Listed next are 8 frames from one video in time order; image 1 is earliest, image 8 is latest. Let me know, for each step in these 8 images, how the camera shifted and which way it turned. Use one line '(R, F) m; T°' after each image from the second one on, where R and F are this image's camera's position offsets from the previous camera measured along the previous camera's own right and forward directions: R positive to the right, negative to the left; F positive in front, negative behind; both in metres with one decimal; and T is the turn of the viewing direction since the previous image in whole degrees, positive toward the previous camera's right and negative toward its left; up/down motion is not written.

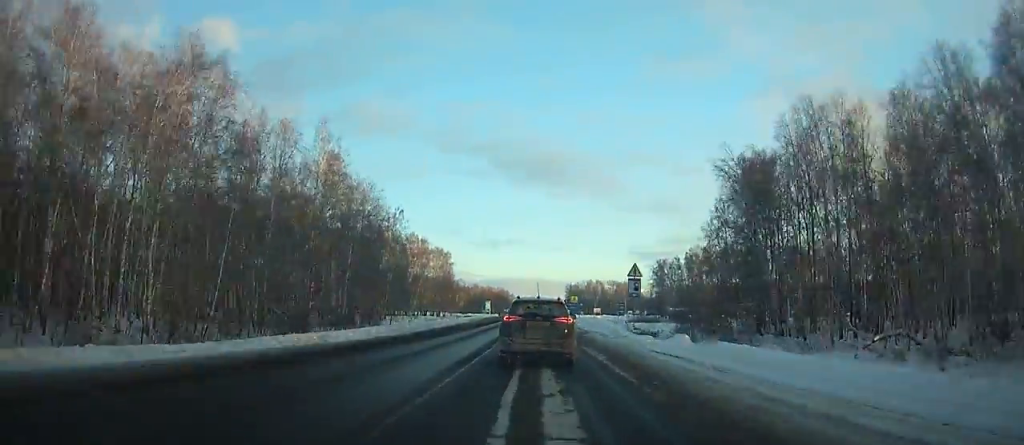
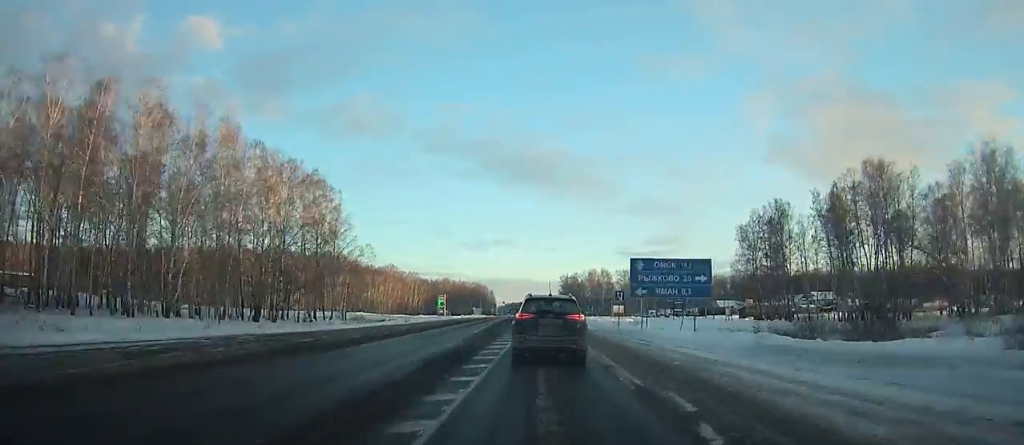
(-0.2, +103.5) m; +1°
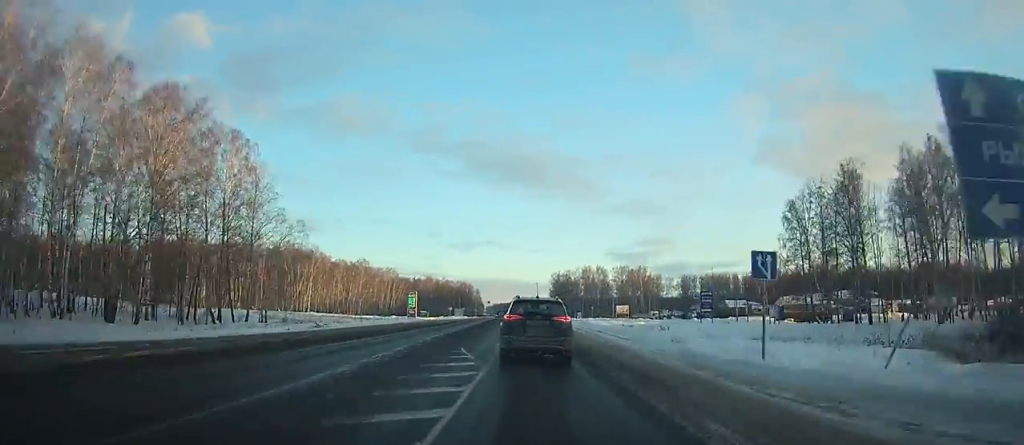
(+0.2, +25.6) m; 0°
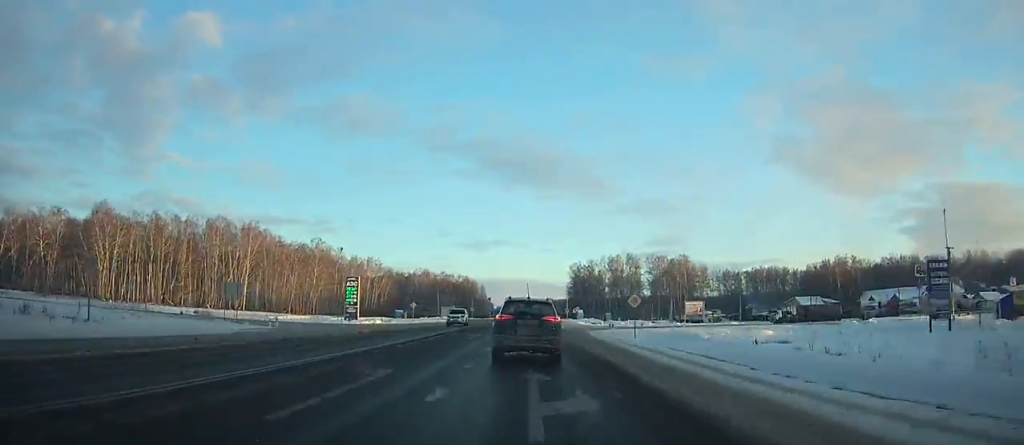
(0.0, +51.4) m; 0°
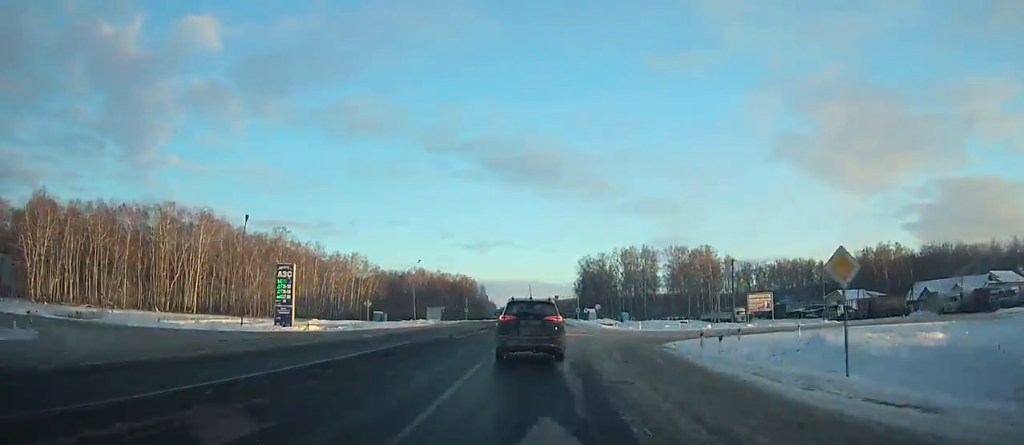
(0.0, +23.3) m; 0°
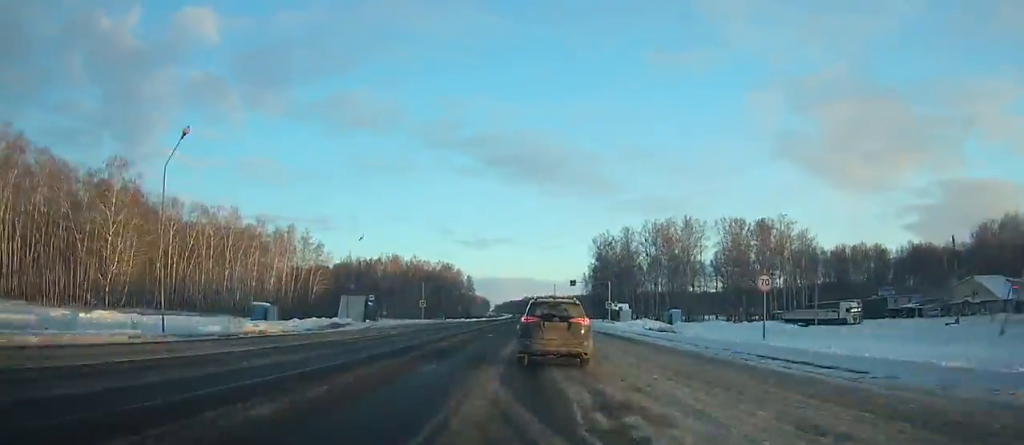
(0.0, +52.2) m; 0°
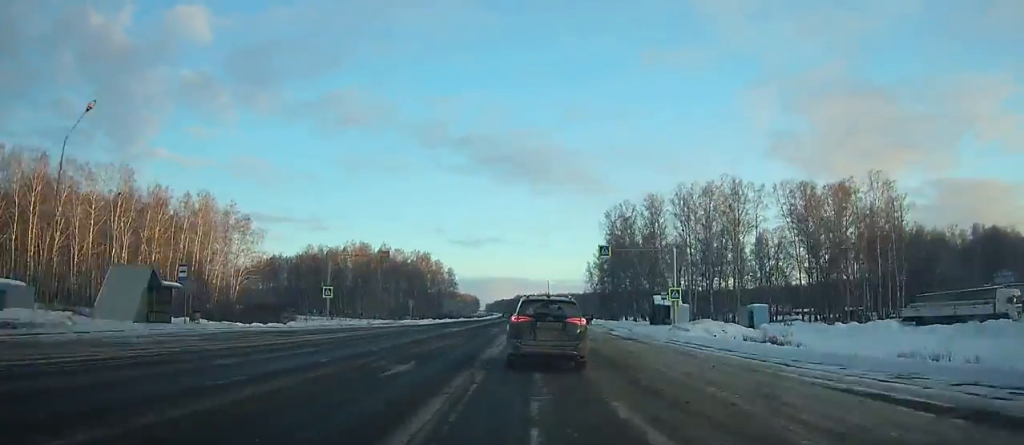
(0.0, +36.8) m; +1°
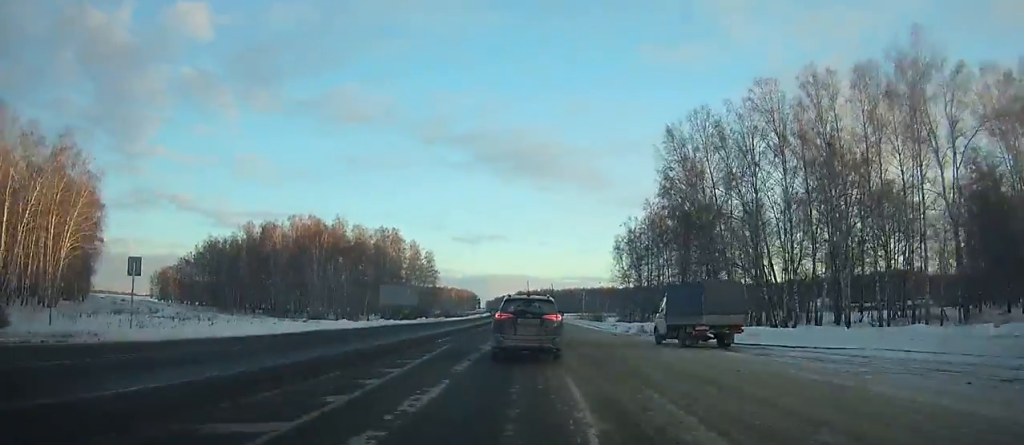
(+0.4, +50.6) m; 0°
